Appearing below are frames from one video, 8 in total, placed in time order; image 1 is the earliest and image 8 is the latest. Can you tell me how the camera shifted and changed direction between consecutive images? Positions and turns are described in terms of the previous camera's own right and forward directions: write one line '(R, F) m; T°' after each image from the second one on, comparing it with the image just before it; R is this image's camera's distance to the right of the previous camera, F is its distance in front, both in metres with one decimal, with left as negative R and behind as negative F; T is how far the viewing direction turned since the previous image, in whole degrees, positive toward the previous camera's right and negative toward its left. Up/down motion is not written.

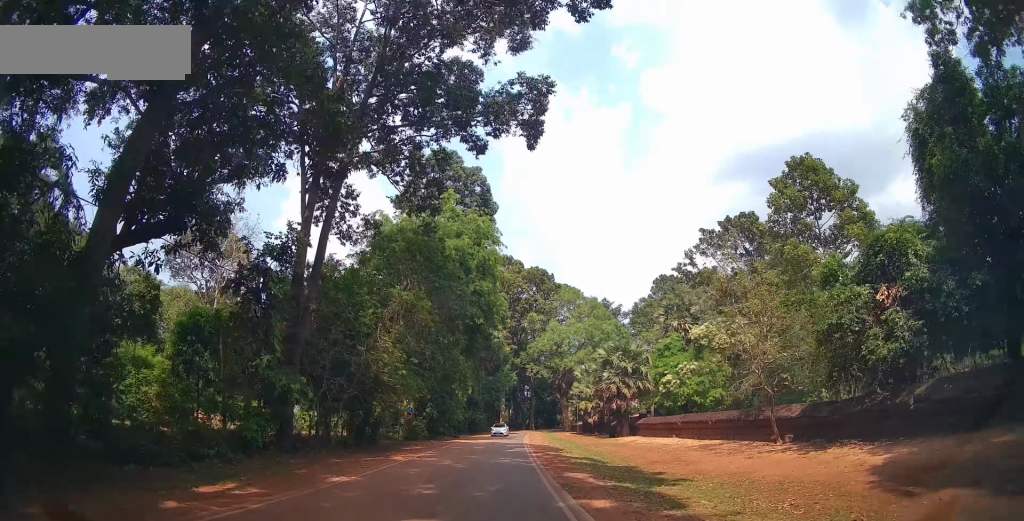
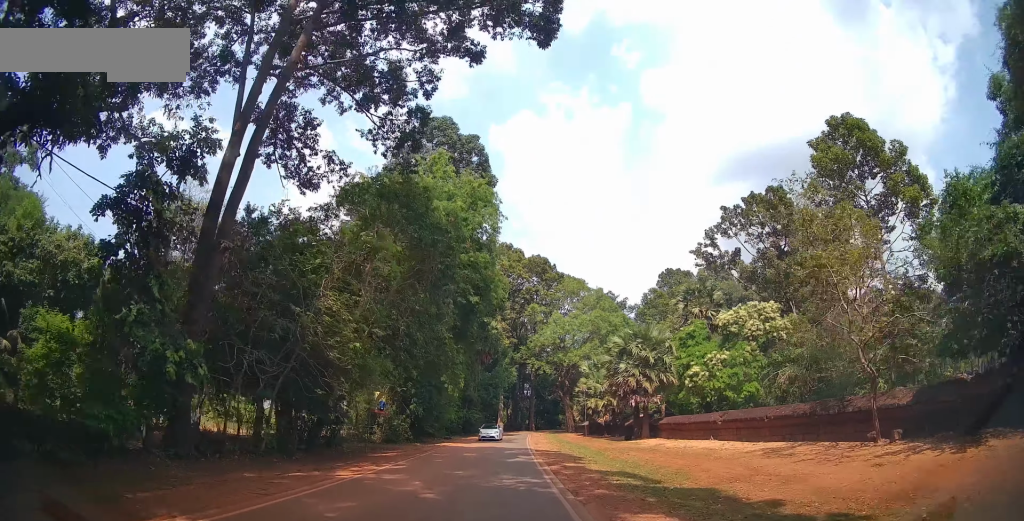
(0.0, +6.6) m; 0°
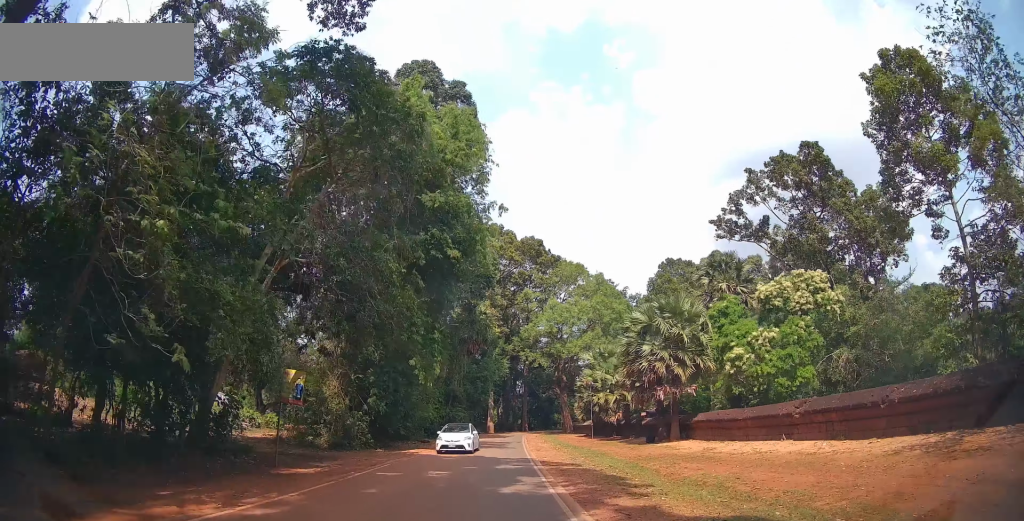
(-0.1, +8.7) m; 0°
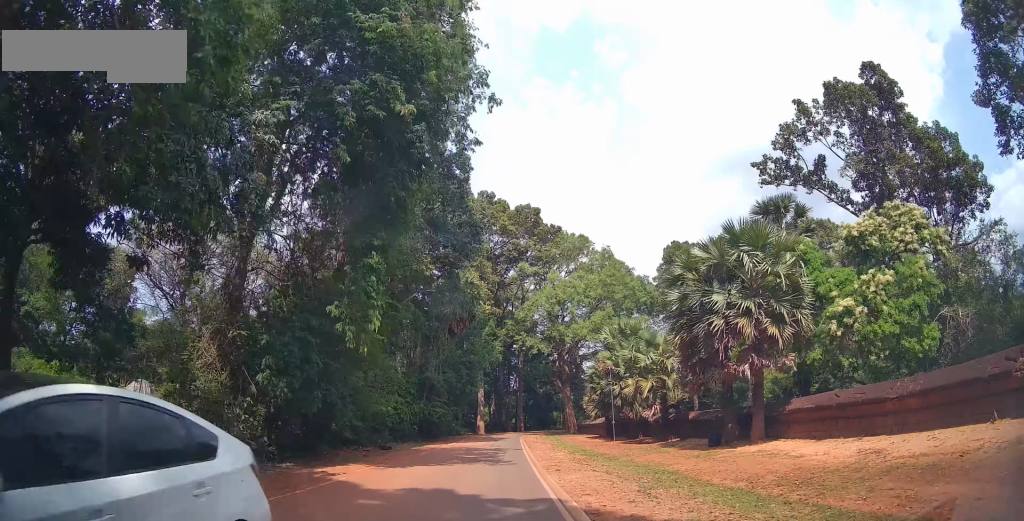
(+0.2, +12.3) m; +1°
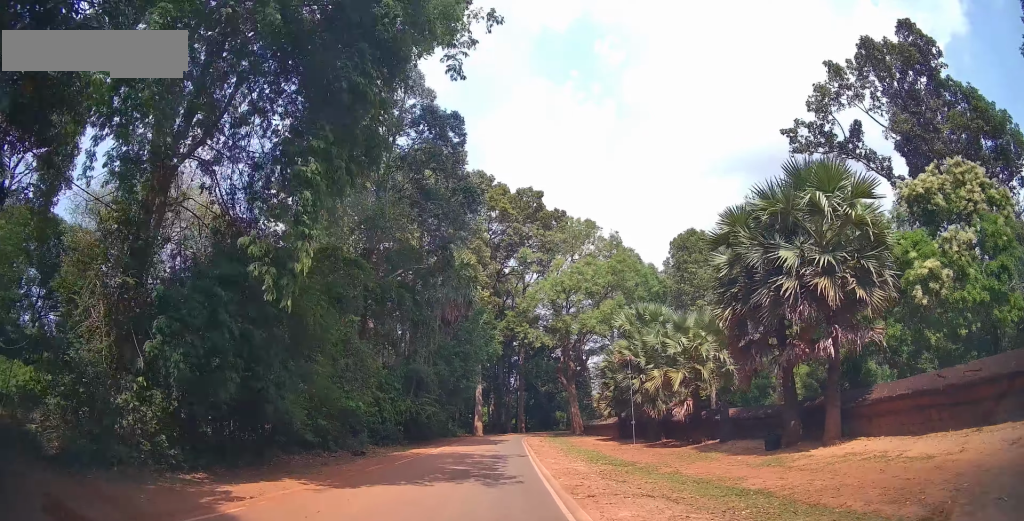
(0.0, +5.7) m; 0°
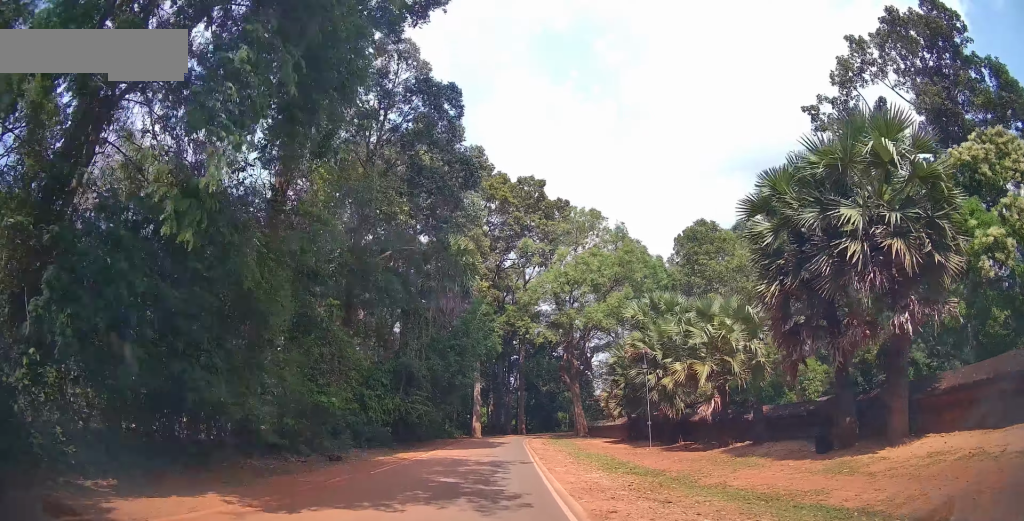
(0.0, +3.7) m; 0°
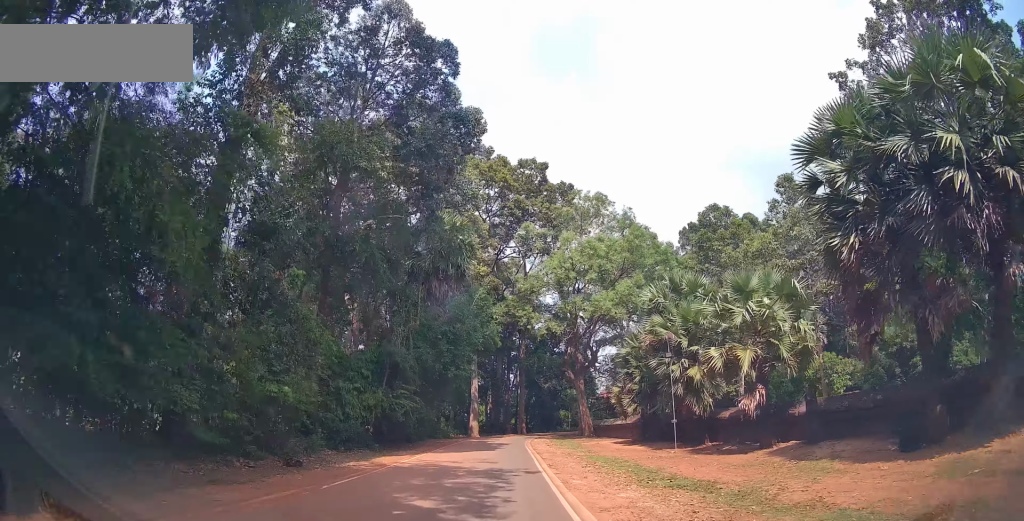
(0.0, +4.5) m; 0°
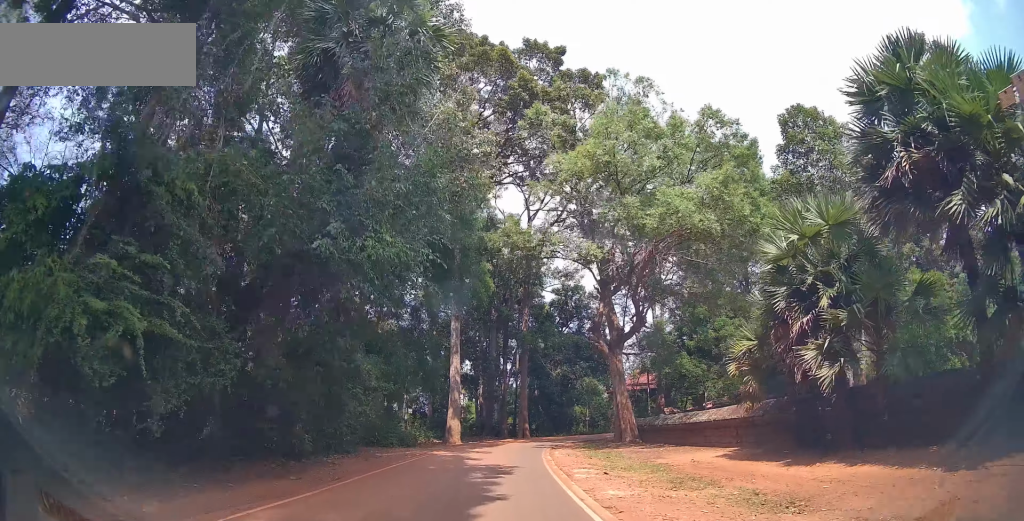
(+0.3, +20.1) m; +3°
